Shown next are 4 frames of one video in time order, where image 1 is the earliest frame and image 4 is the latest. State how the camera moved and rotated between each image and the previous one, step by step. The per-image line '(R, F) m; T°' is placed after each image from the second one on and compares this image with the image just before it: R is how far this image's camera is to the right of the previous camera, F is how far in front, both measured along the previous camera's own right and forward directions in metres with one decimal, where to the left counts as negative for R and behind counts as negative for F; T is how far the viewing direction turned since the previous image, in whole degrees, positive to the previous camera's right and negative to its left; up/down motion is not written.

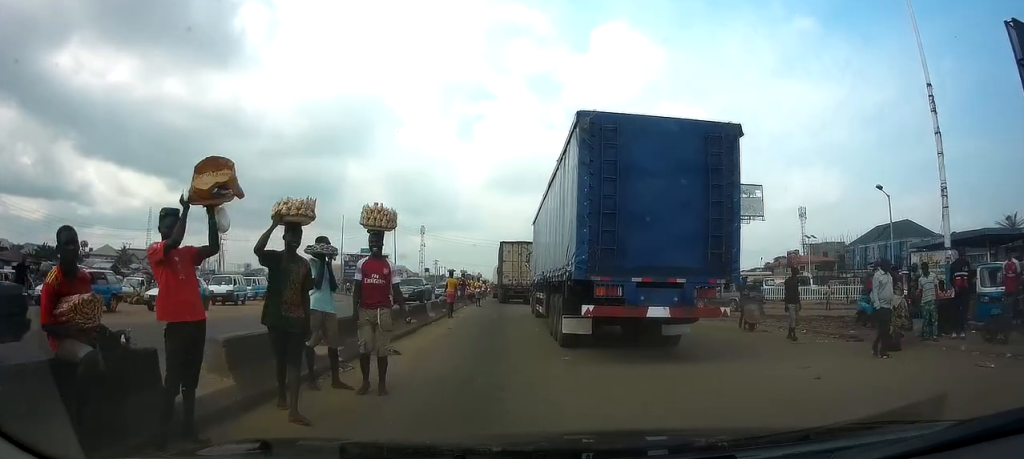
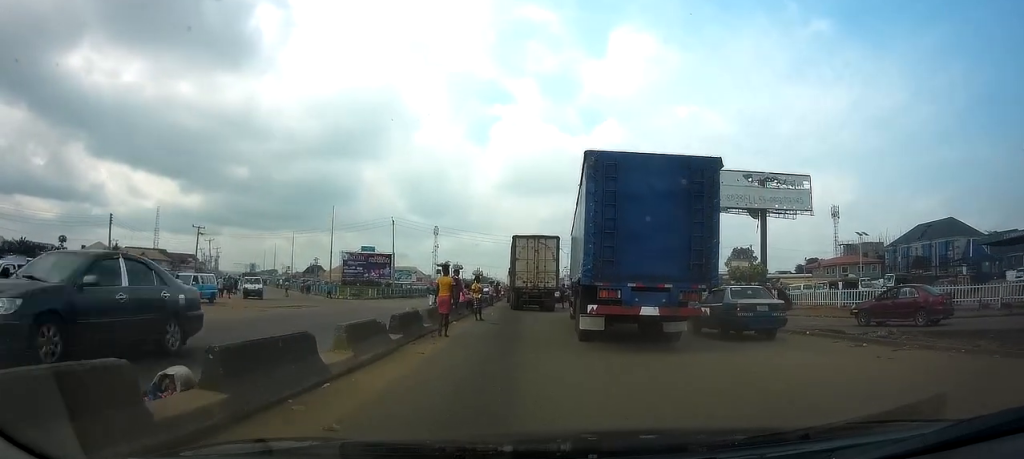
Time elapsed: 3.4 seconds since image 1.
(0.0, +11.9) m; 0°
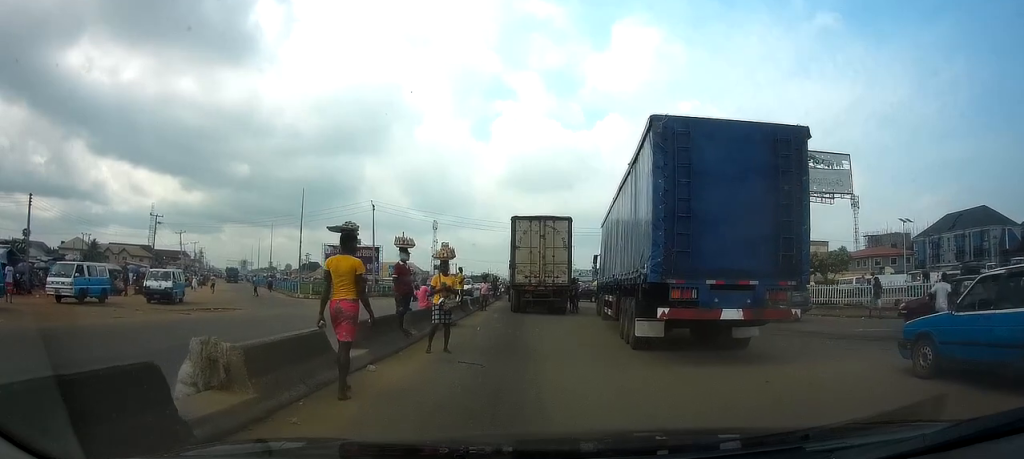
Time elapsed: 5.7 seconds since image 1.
(0.0, +10.7) m; +1°
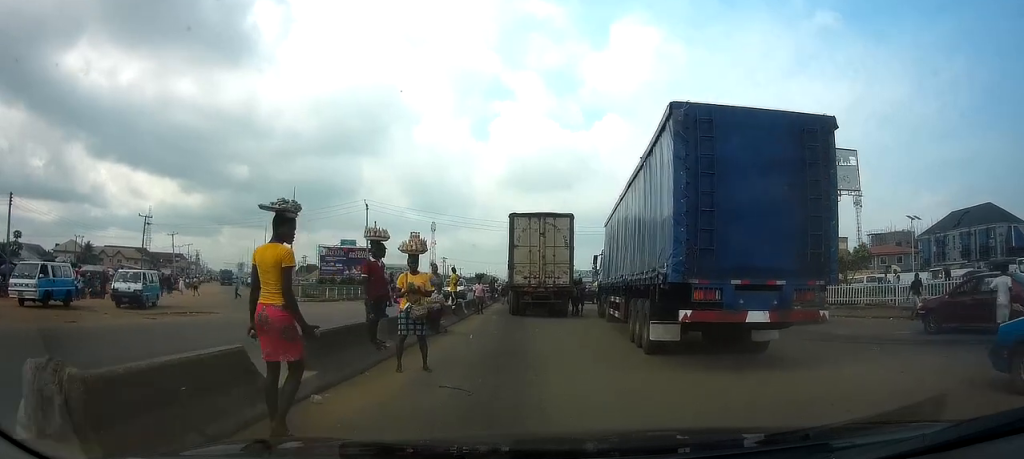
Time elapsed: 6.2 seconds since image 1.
(0.0, +2.1) m; 0°
